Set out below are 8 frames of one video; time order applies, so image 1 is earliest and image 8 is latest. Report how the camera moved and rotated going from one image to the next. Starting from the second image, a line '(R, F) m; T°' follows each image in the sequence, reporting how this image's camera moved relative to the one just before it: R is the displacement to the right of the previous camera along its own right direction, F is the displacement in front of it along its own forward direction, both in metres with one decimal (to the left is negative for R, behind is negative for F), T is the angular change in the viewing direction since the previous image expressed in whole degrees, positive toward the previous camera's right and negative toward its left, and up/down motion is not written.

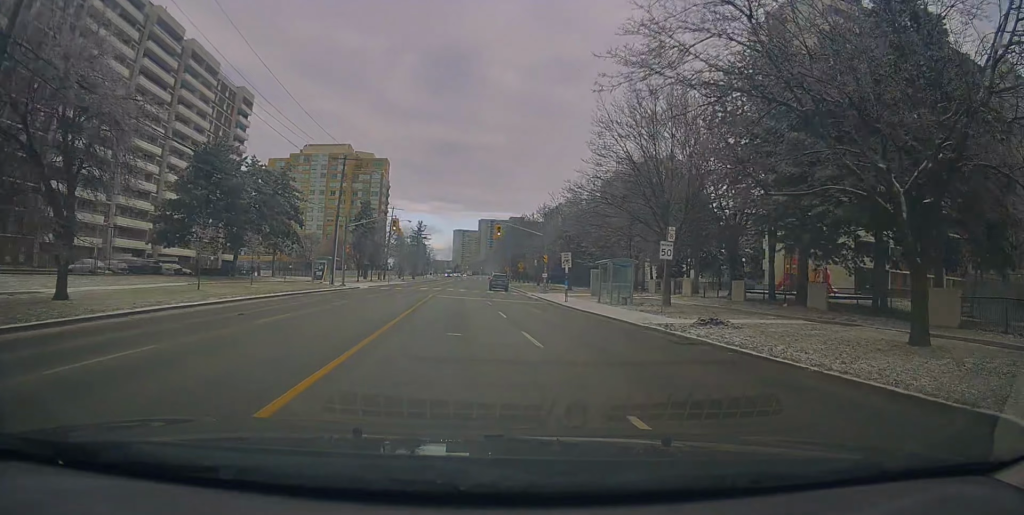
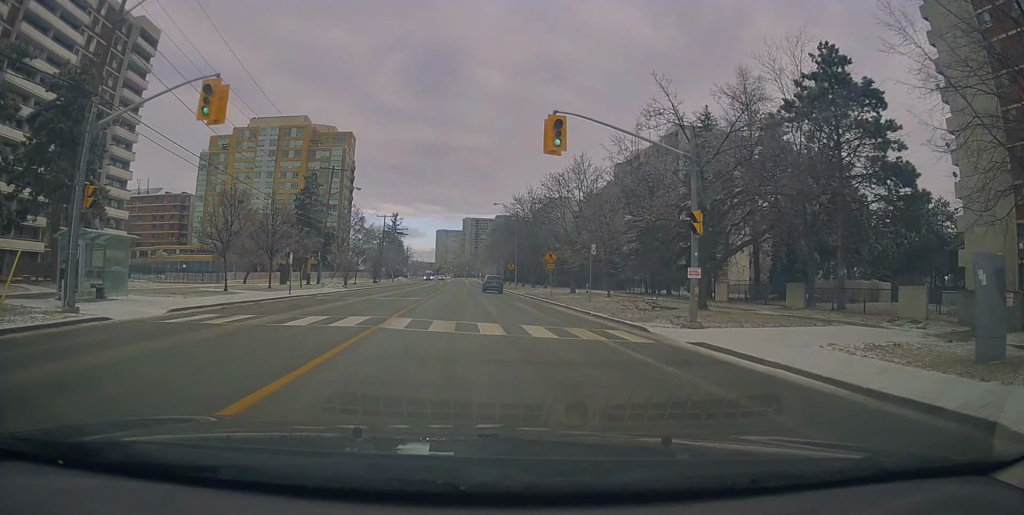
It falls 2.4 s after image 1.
(+0.3, +37.0) m; +3°
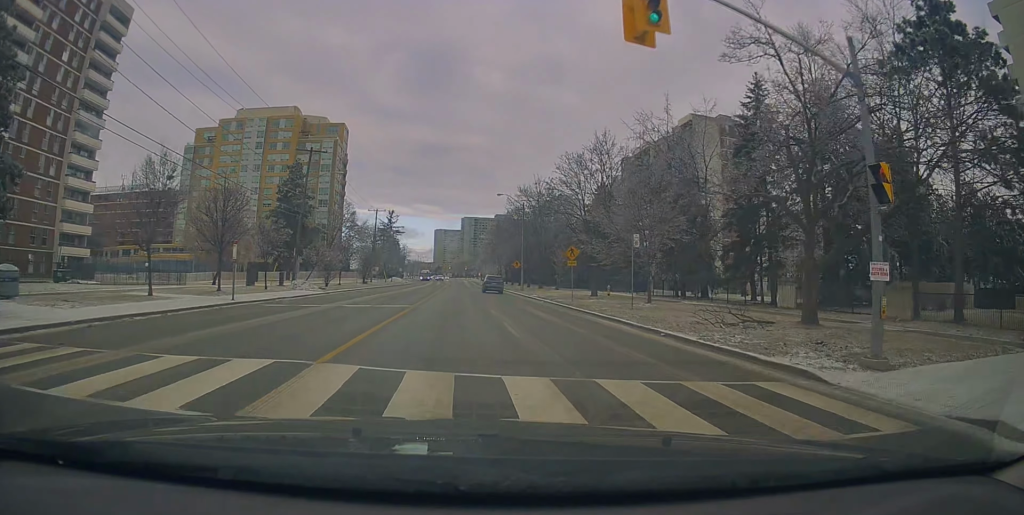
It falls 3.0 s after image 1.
(+0.1, +9.0) m; +1°
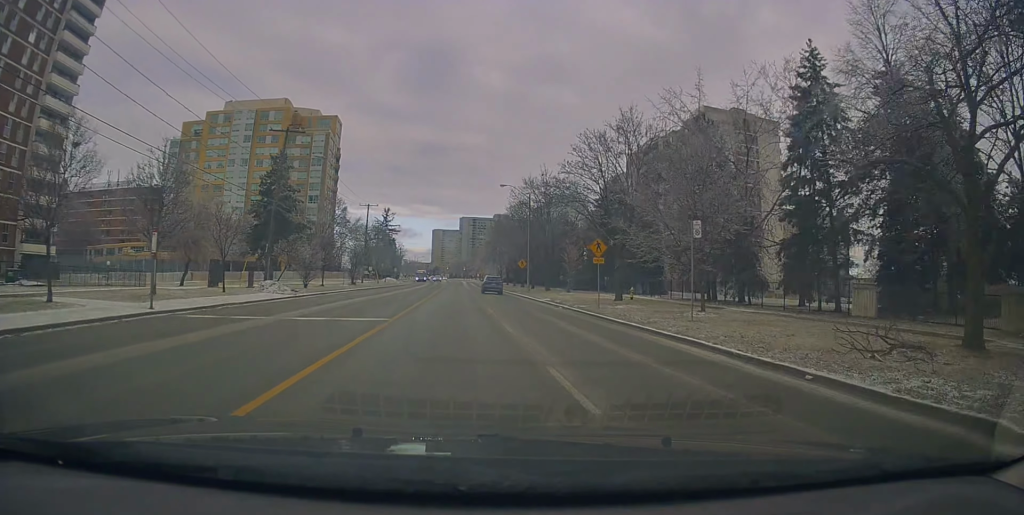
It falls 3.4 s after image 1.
(+0.2, +6.9) m; 0°
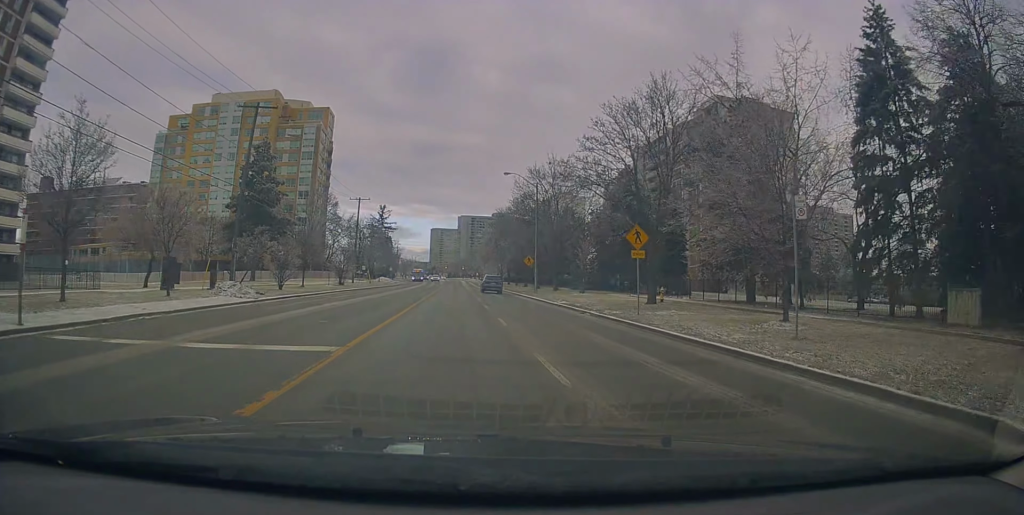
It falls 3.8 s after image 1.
(+0.2, +6.4) m; 0°
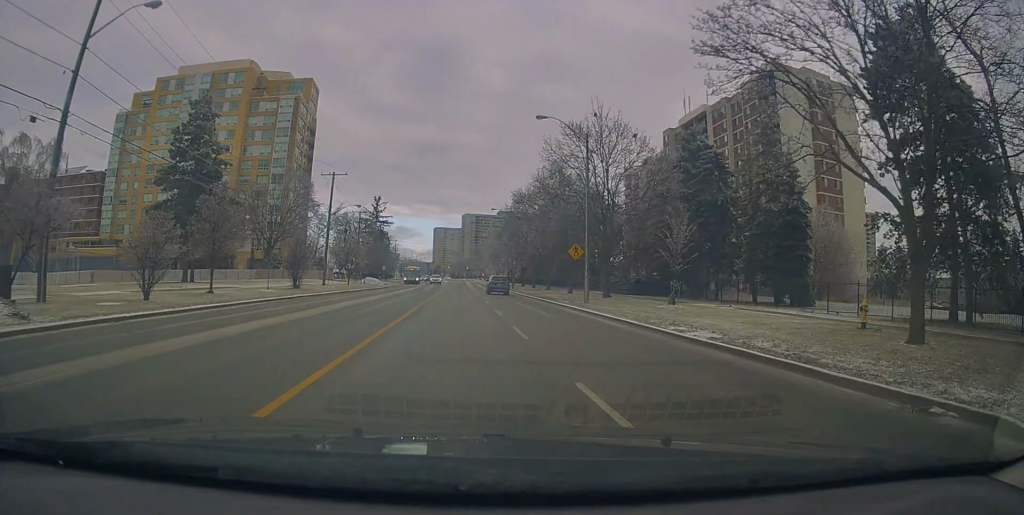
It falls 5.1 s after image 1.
(-0.6, +19.5) m; -1°
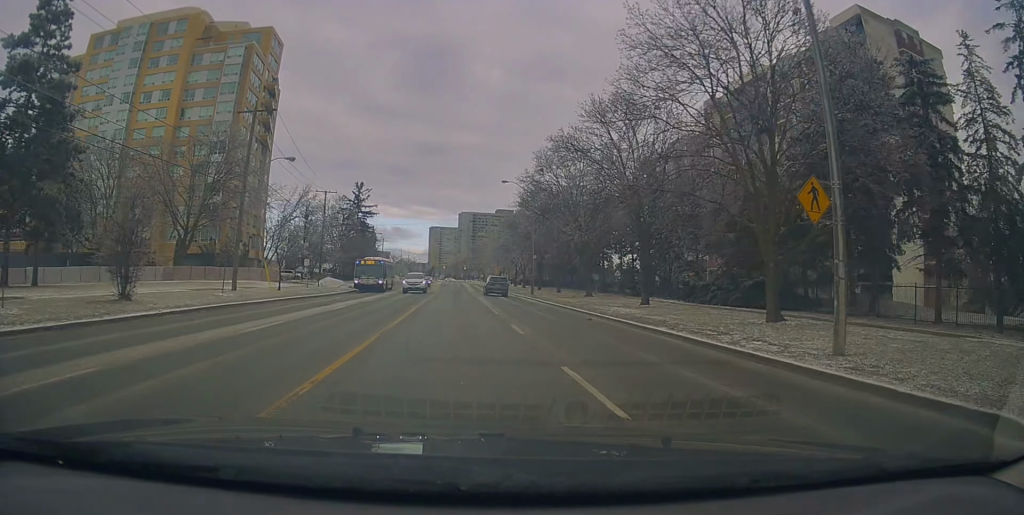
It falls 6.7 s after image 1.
(+0.2, +23.8) m; +1°
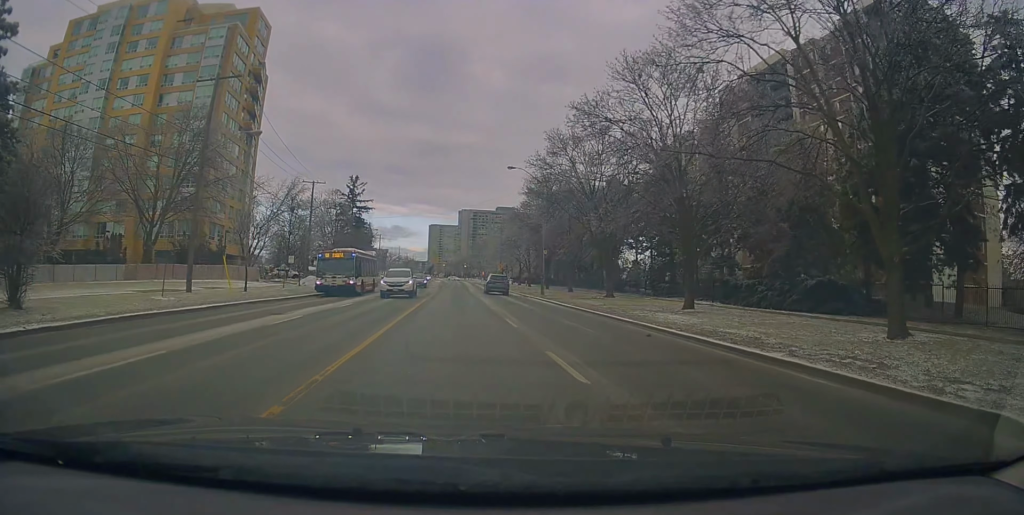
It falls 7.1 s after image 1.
(0.0, +6.9) m; 0°
